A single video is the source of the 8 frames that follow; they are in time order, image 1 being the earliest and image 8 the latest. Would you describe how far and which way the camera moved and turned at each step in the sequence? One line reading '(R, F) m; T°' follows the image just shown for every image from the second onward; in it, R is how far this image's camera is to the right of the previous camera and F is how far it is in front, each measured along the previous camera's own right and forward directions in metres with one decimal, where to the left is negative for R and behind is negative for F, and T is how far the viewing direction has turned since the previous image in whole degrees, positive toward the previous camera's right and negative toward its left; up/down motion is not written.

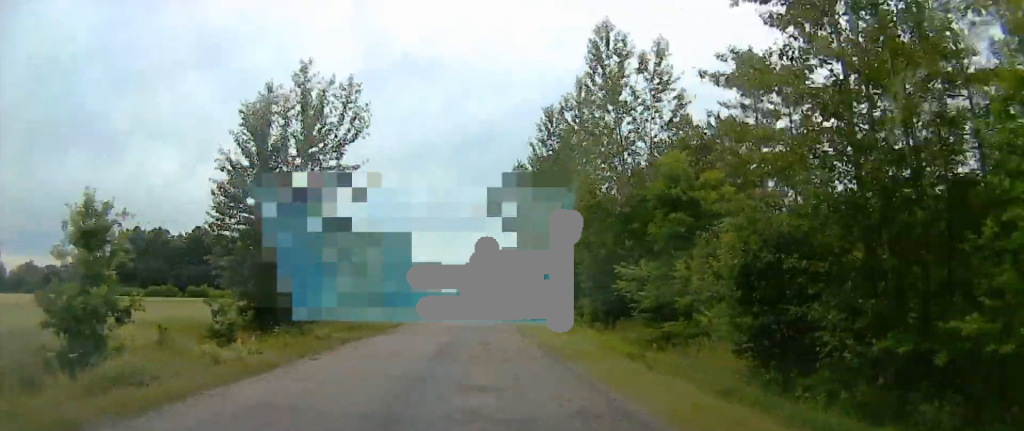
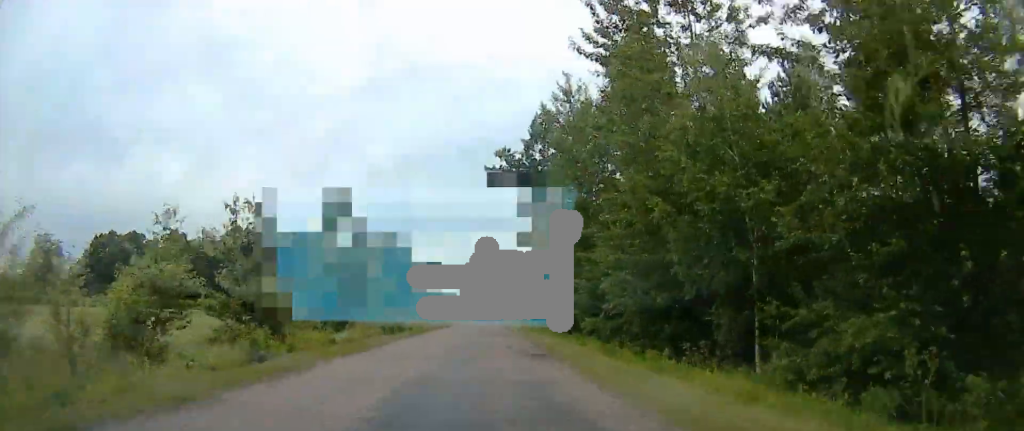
(-0.1, +23.2) m; 0°
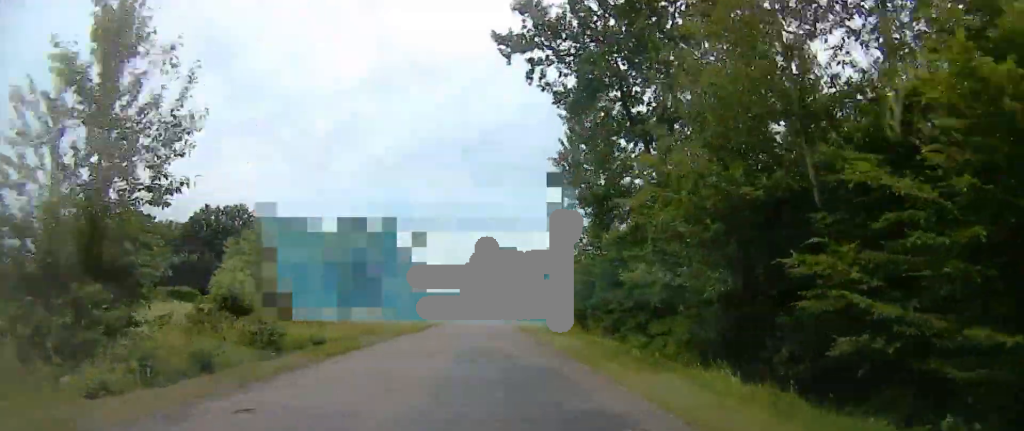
(0.0, +22.6) m; 0°
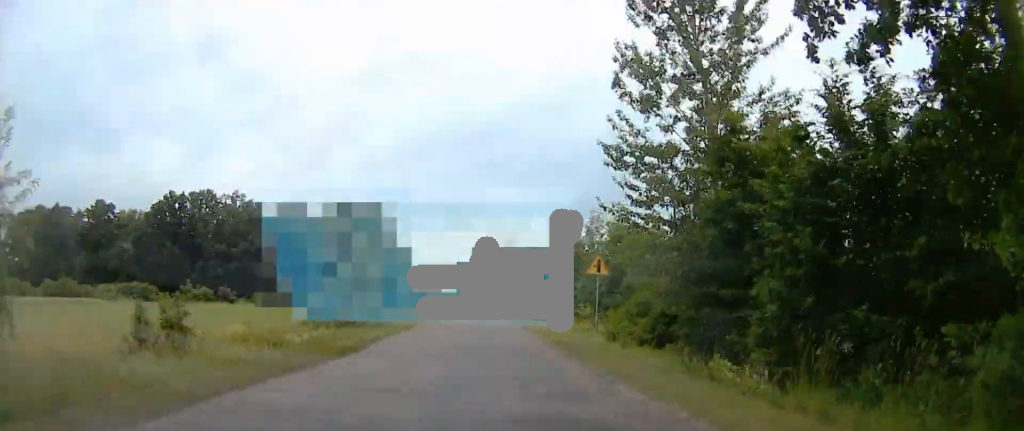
(0.0, +17.7) m; 0°
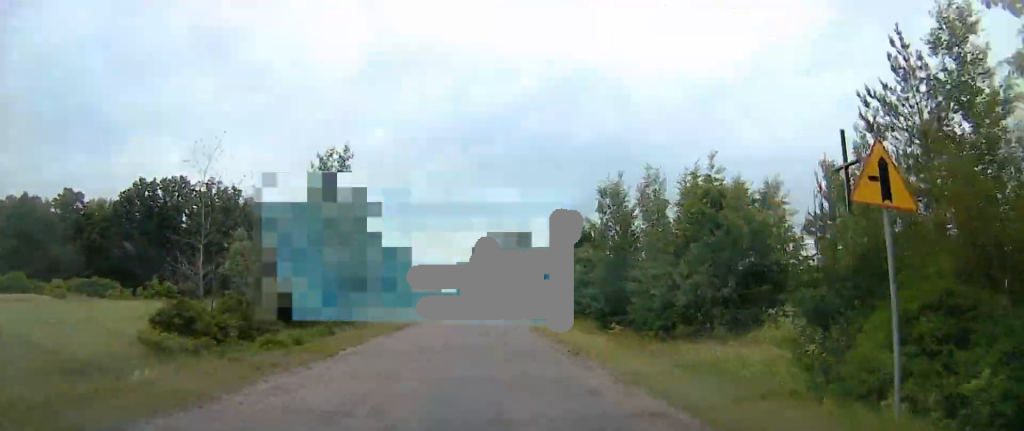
(0.0, +14.2) m; 0°
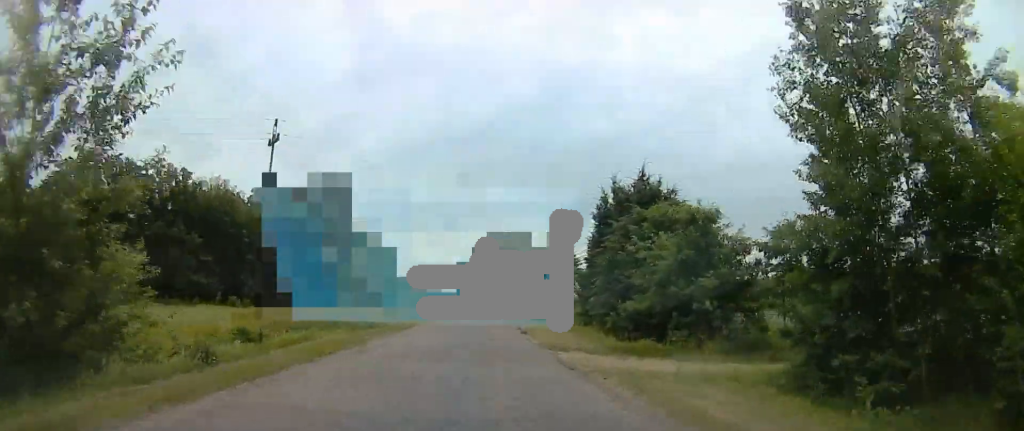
(0.0, +19.9) m; 0°
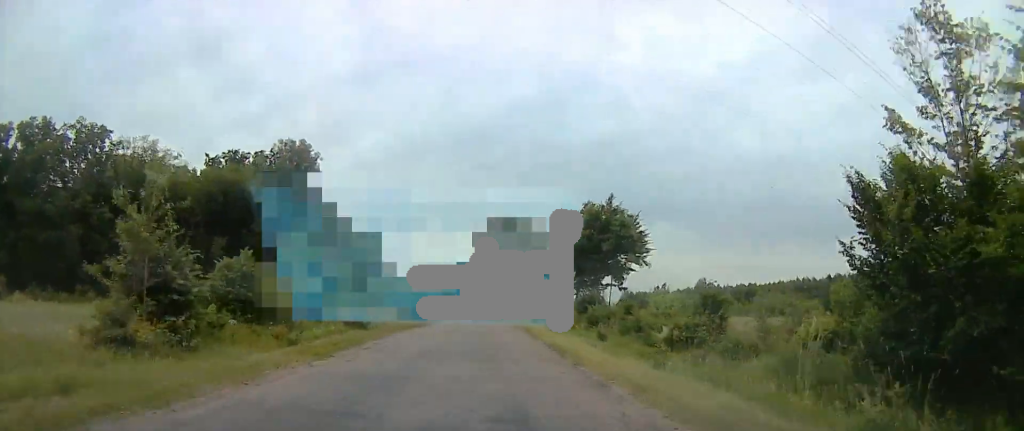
(0.0, +25.9) m; 0°
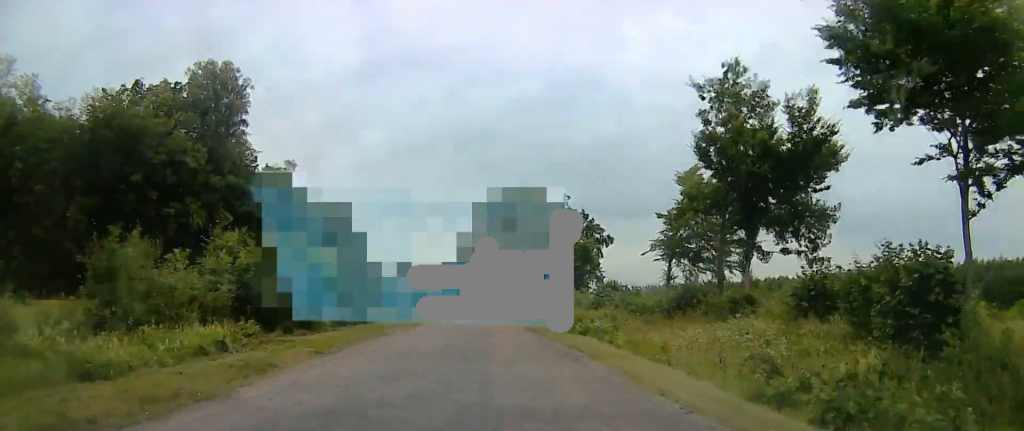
(0.0, +31.9) m; +2°
